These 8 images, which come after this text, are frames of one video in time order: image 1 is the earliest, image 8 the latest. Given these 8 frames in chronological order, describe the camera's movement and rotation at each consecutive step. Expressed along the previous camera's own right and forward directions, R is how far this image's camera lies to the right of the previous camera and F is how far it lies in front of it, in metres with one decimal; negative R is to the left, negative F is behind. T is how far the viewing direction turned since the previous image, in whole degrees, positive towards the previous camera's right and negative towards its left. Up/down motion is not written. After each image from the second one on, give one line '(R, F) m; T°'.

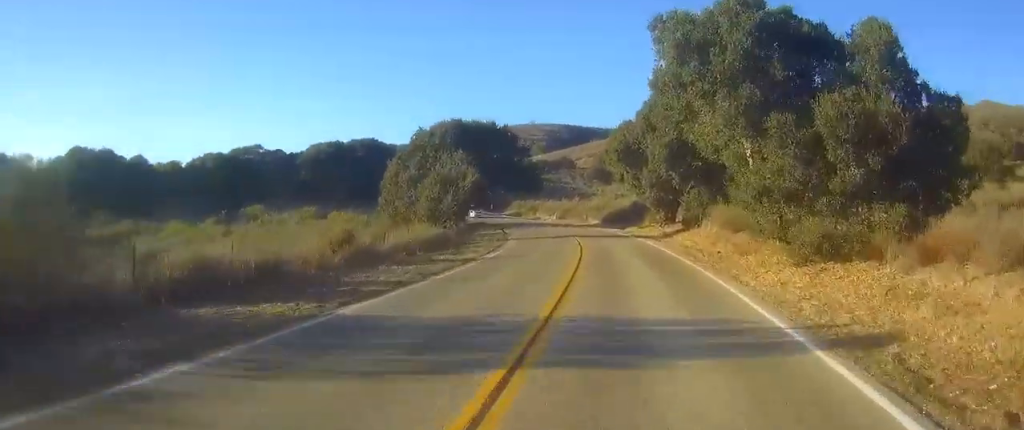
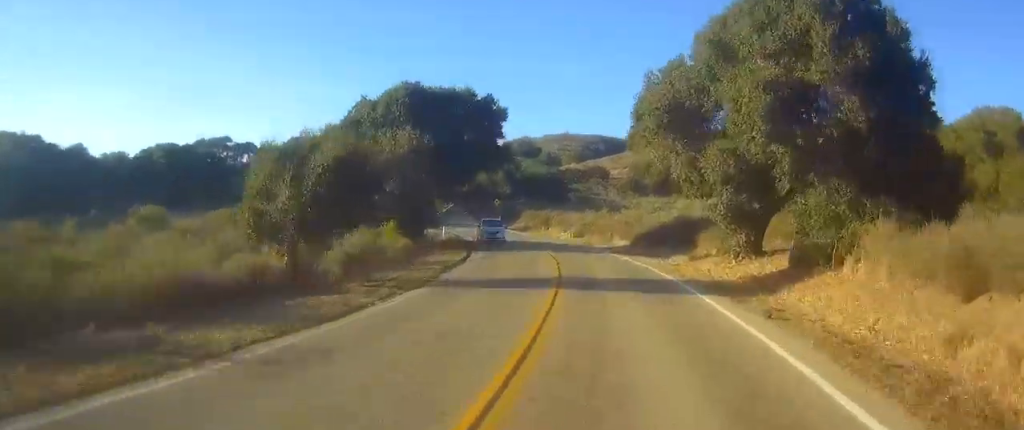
(-0.6, +20.4) m; -3°
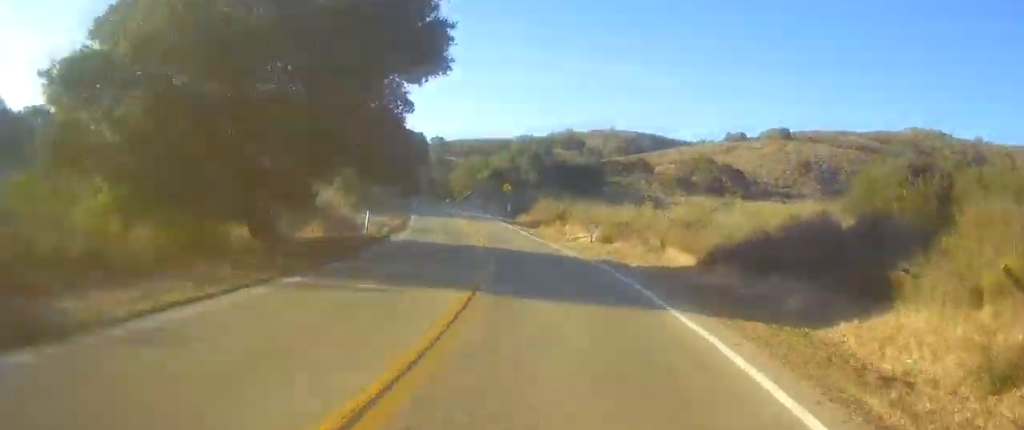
(-0.7, +23.4) m; -5°
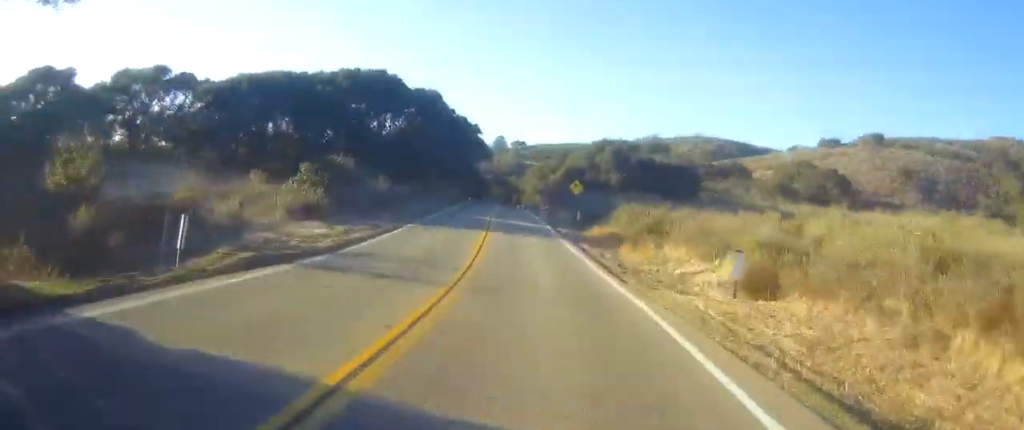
(-0.9, +19.1) m; -8°
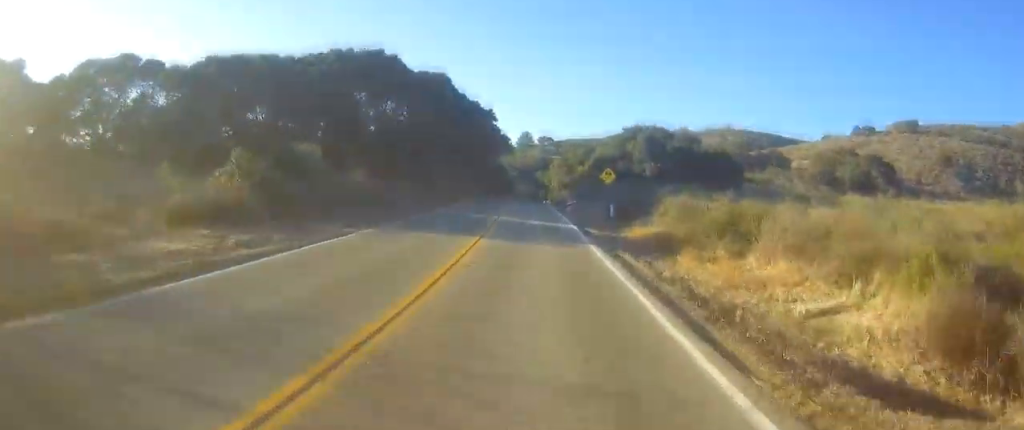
(-0.4, +9.3) m; -5°
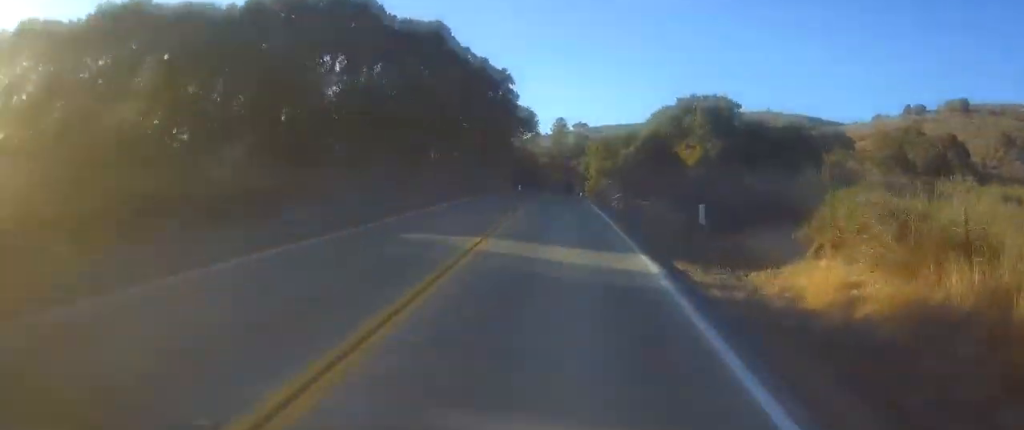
(-1.1, +16.5) m; -5°
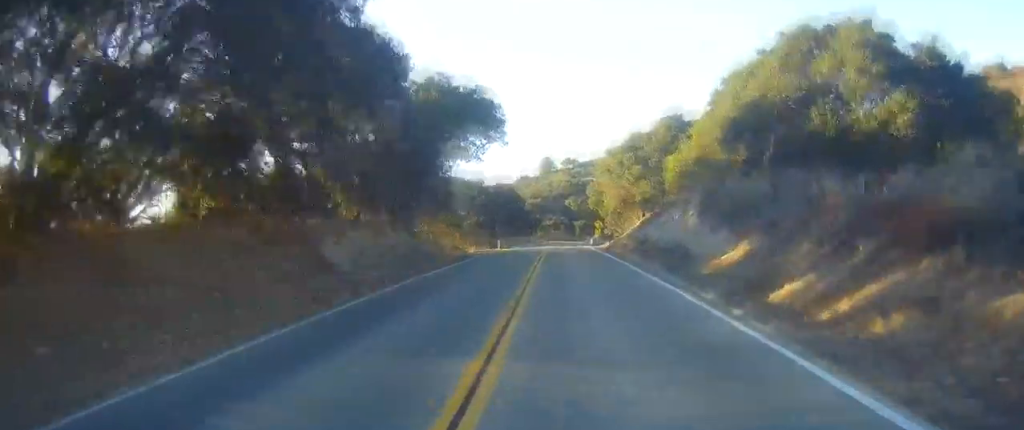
(-1.2, +34.4) m; 0°
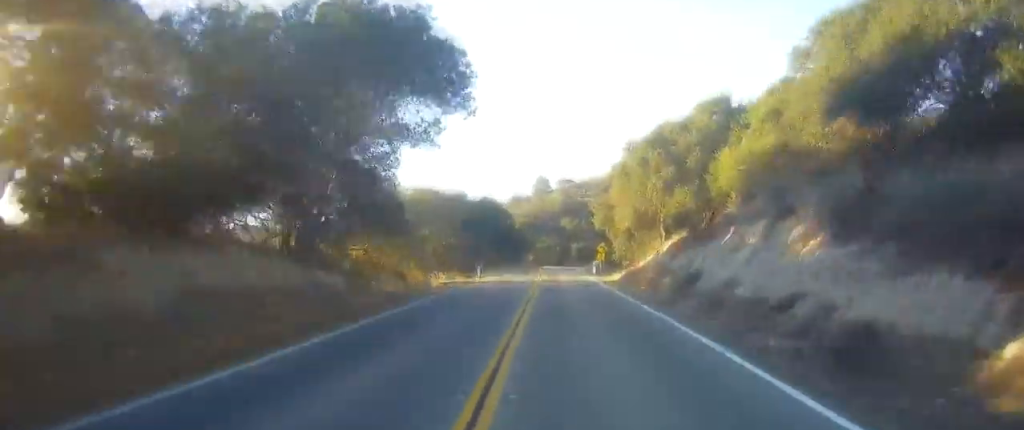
(+0.3, +13.5) m; +2°
